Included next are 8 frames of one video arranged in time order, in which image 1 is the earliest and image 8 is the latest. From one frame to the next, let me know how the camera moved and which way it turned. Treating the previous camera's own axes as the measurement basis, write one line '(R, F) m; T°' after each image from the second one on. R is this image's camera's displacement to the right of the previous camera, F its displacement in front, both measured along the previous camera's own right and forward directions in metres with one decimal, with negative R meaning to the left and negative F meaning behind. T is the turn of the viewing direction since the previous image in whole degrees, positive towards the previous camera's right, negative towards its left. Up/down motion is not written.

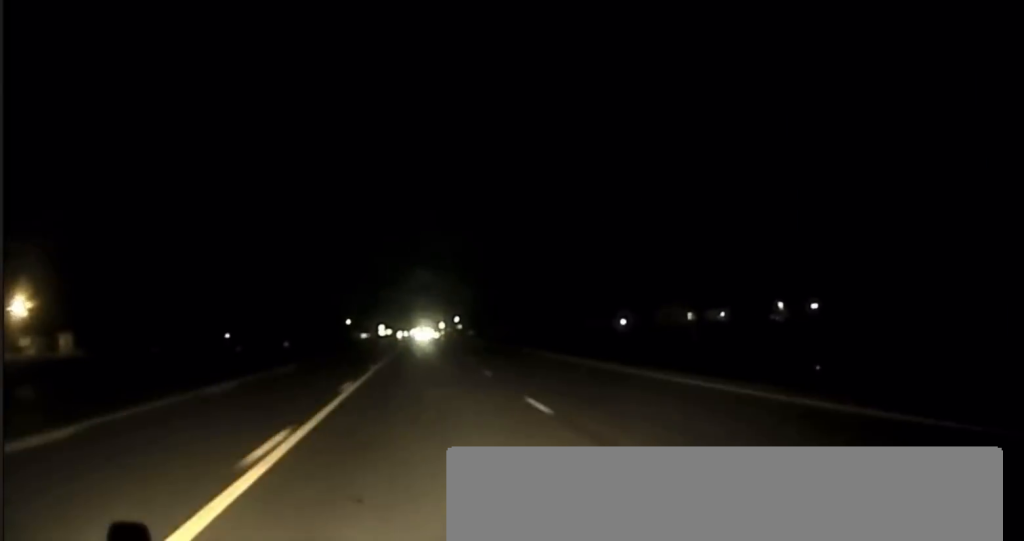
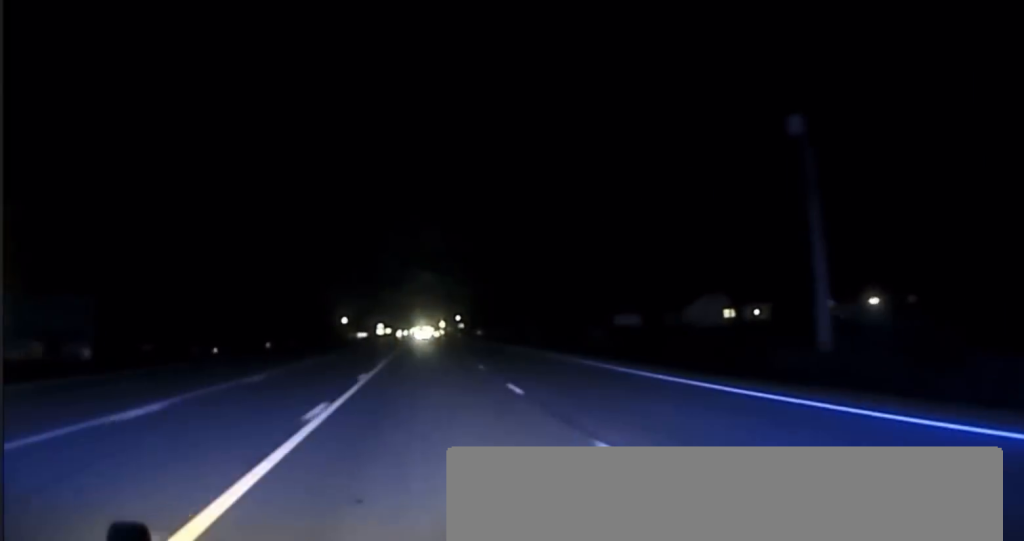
(0.0, +21.0) m; 0°
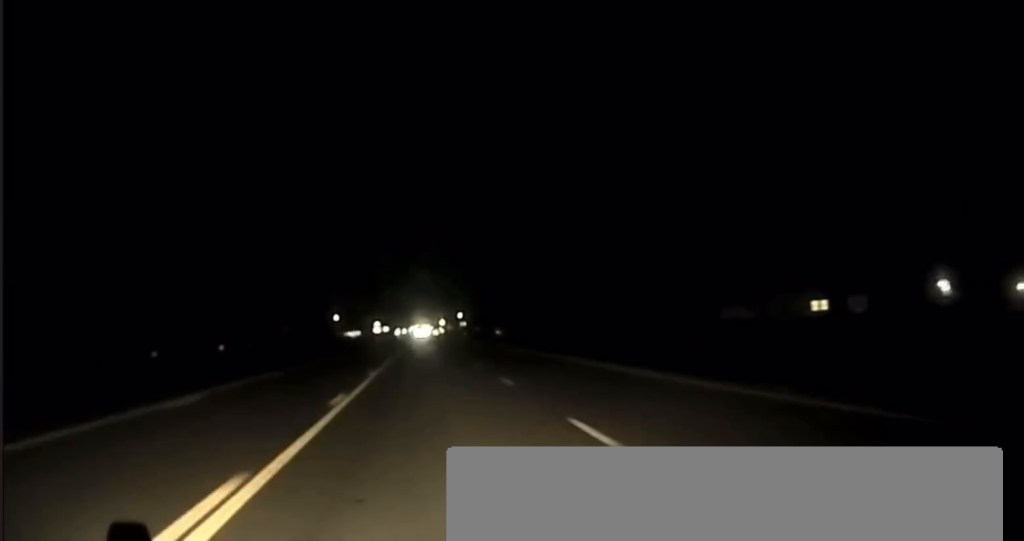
(+0.1, +34.6) m; 0°
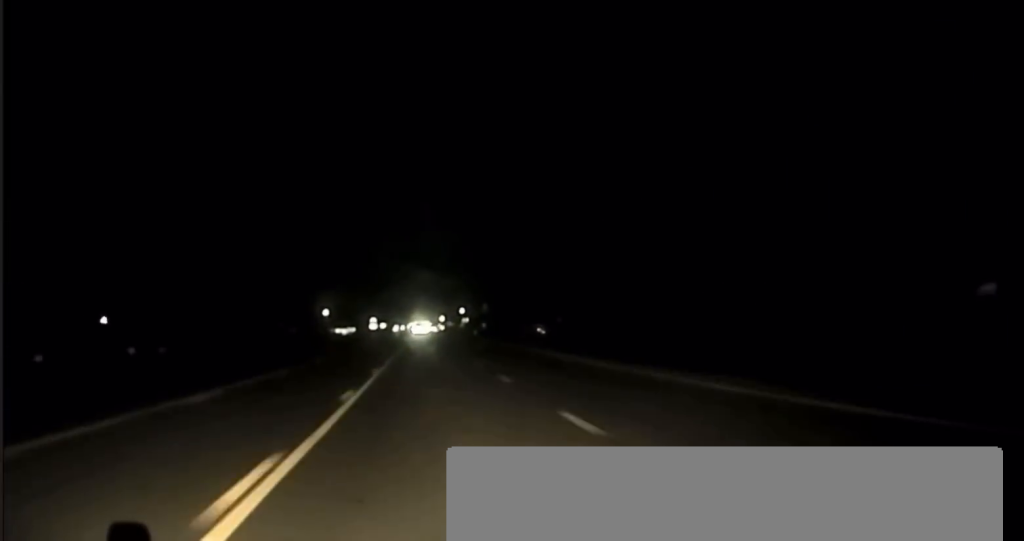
(+0.2, +33.5) m; 0°
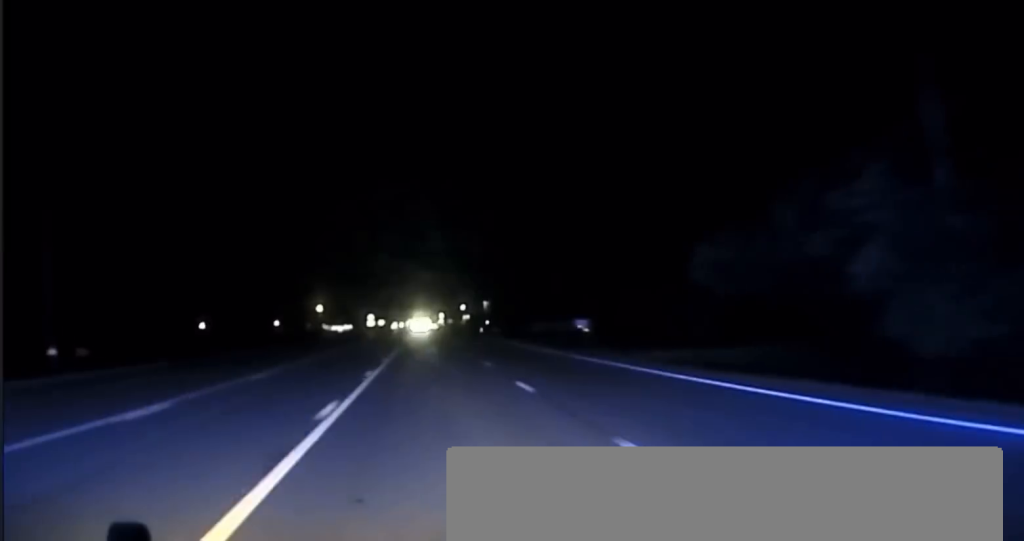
(0.0, +14.7) m; 0°
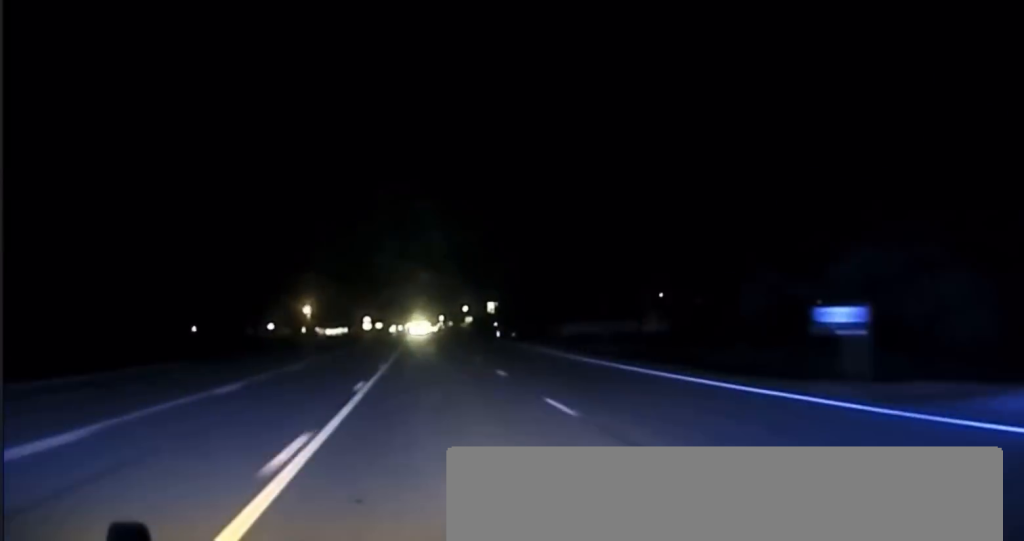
(-0.1, +25.8) m; 0°
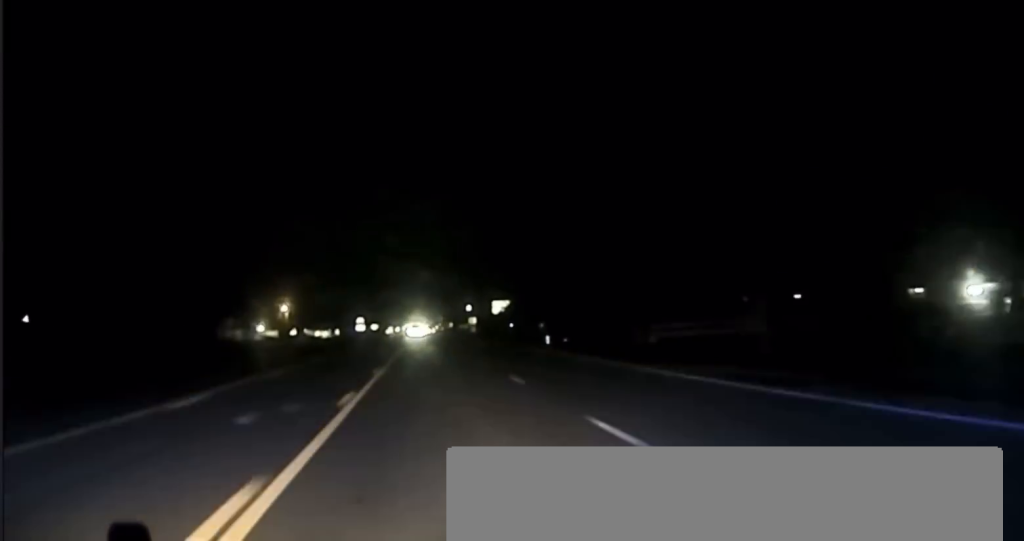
(-0.2, +36.4) m; 0°
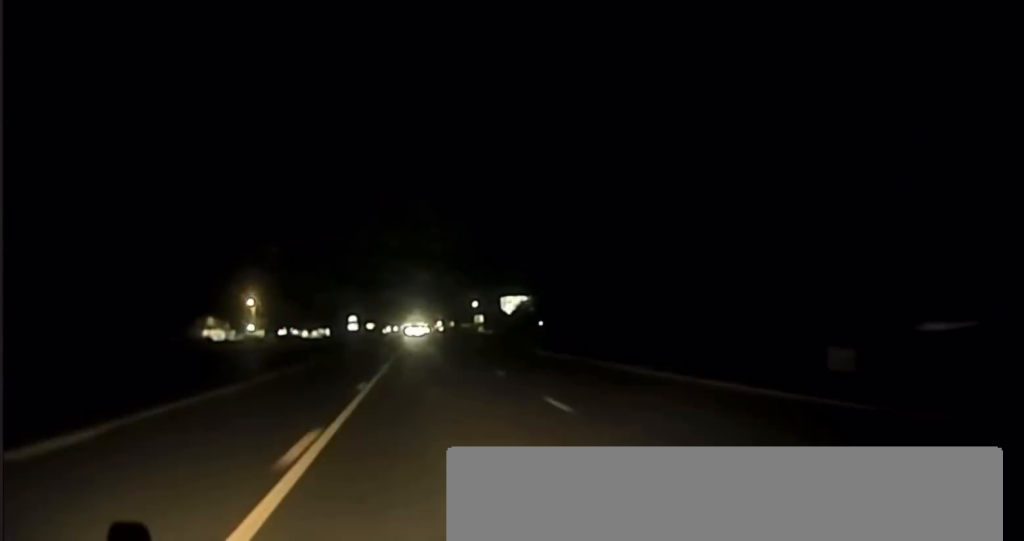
(+0.2, +42.1) m; 0°
